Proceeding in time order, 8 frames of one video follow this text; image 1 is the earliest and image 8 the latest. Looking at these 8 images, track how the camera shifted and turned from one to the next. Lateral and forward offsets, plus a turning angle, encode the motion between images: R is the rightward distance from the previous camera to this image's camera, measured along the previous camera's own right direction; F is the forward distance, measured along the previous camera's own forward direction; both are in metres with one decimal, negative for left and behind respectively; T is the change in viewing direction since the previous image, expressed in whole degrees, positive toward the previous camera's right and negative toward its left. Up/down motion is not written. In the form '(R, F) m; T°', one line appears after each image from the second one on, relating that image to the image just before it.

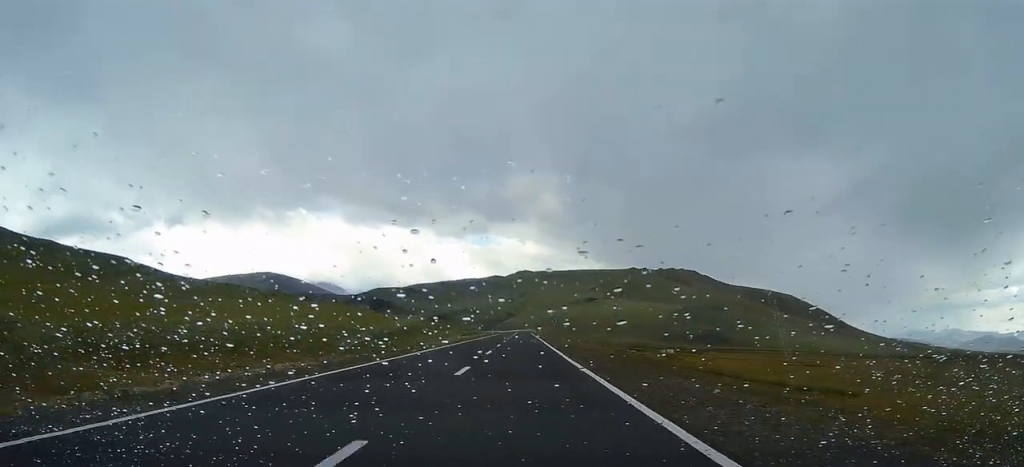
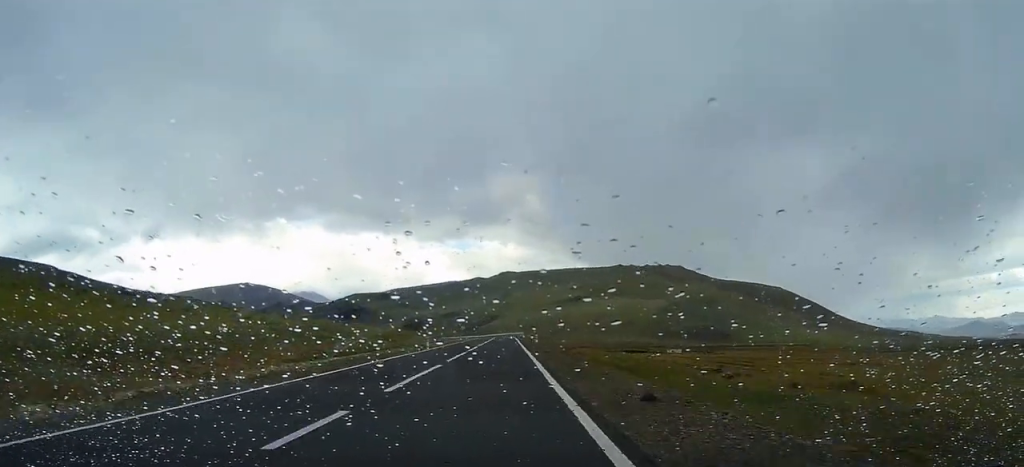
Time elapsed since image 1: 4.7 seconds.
(-2.3, +87.5) m; -5°
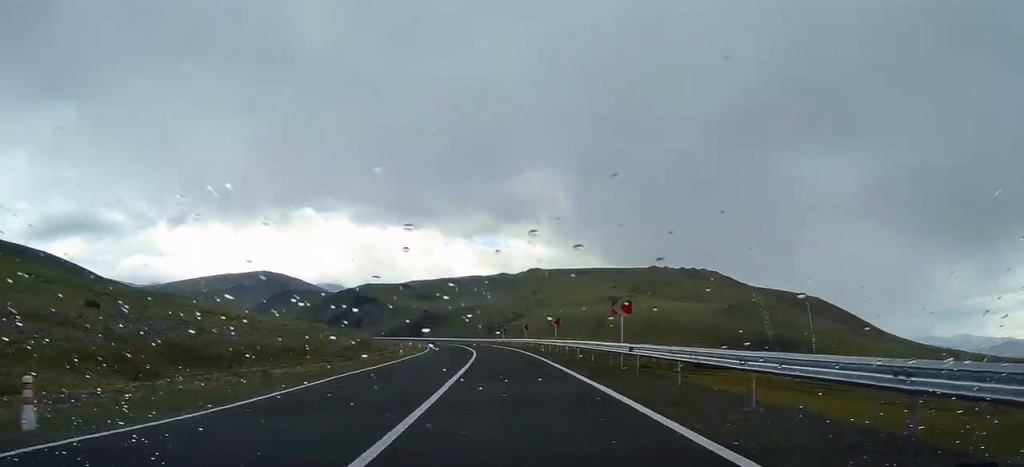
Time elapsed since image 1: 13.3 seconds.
(-12.1, +164.3) m; -10°
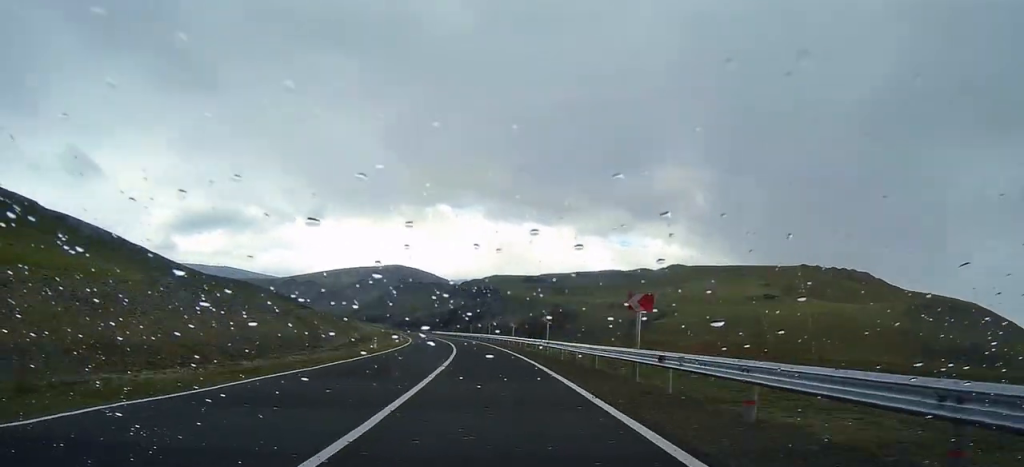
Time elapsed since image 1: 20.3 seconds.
(-9.0, +138.9) m; -9°
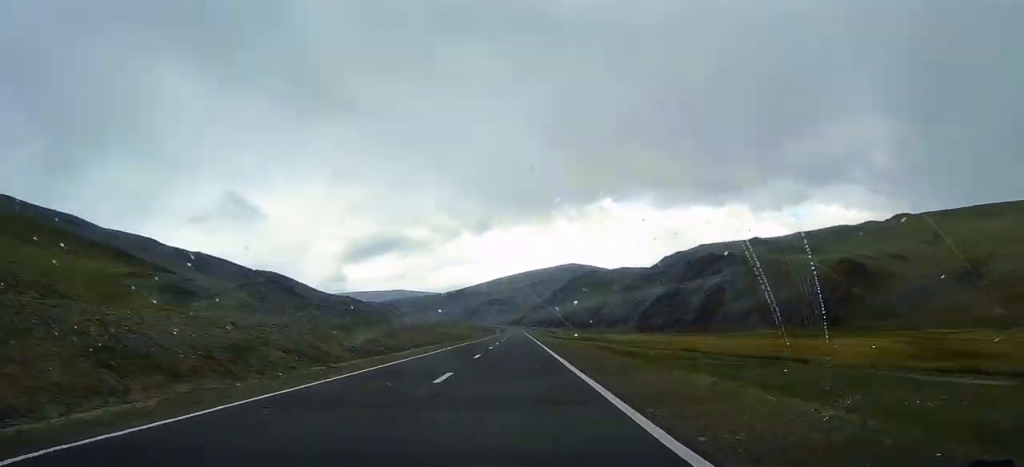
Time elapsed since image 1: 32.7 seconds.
(-25.8, +271.2) m; -6°
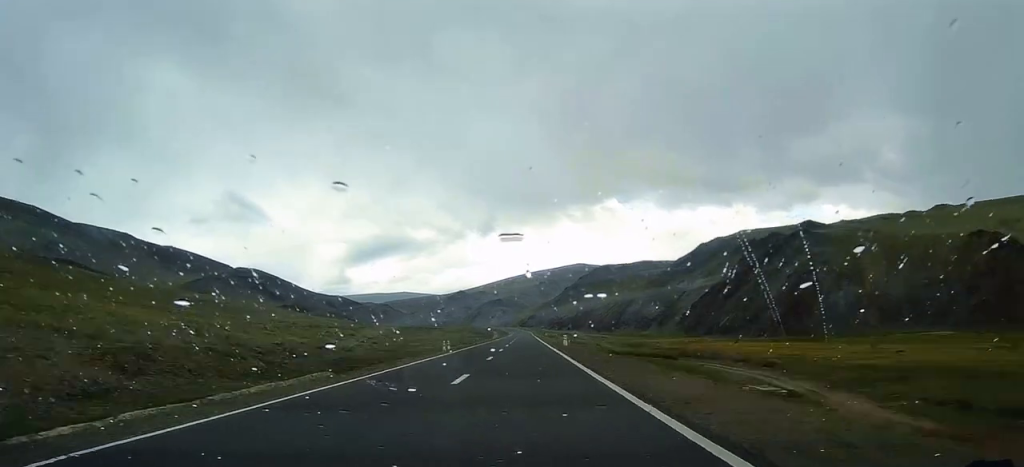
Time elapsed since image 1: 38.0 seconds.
(+0.5, +124.1) m; -1°
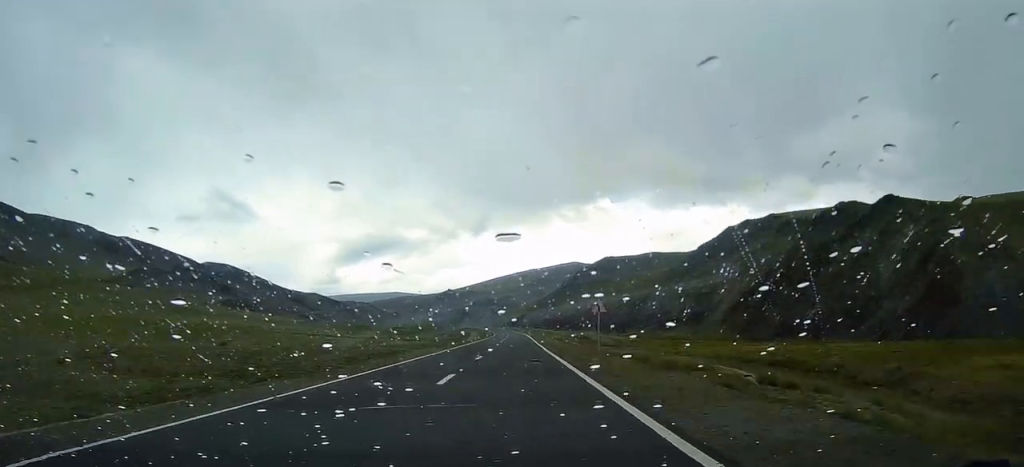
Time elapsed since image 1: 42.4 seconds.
(-1.7, +103.7) m; -2°
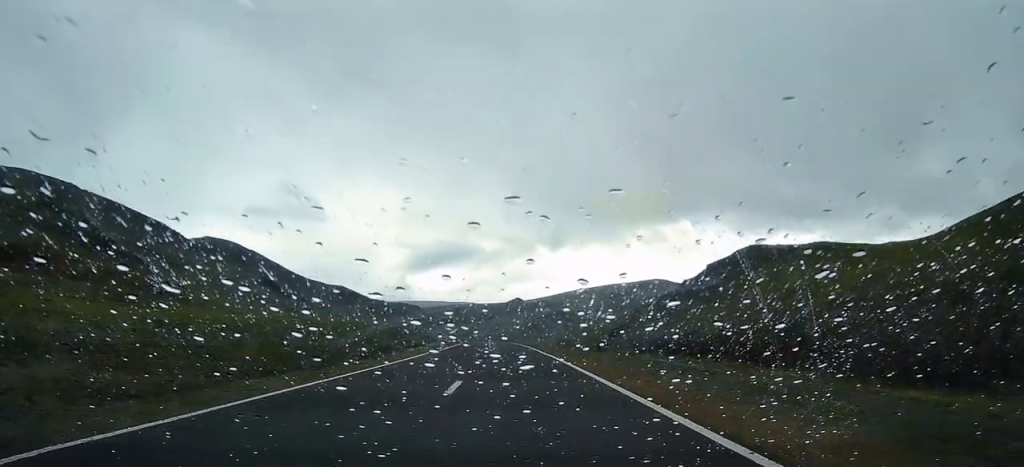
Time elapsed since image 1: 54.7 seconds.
(-18.0, +298.5) m; -7°
